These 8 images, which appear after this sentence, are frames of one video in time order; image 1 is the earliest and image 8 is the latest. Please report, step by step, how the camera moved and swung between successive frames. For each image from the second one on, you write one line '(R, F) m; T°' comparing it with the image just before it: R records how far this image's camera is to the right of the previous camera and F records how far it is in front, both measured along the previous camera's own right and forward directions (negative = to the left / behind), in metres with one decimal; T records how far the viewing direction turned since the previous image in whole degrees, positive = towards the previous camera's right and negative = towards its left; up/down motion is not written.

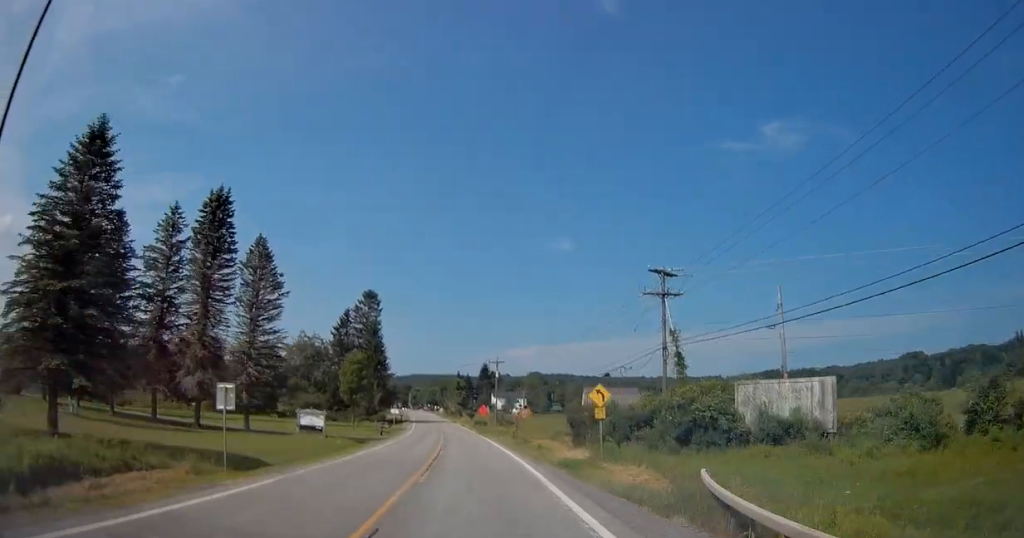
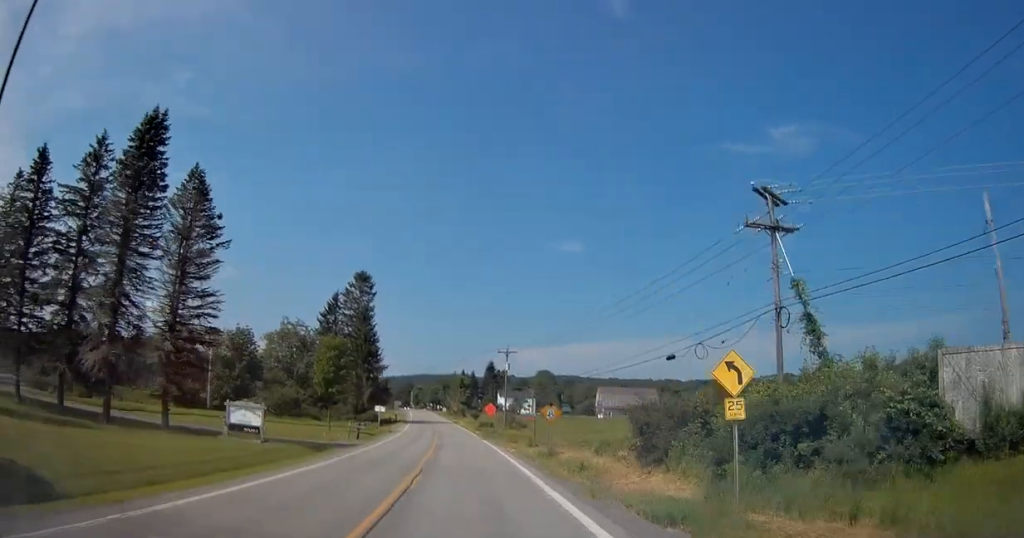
(+0.3, +13.6) m; 0°
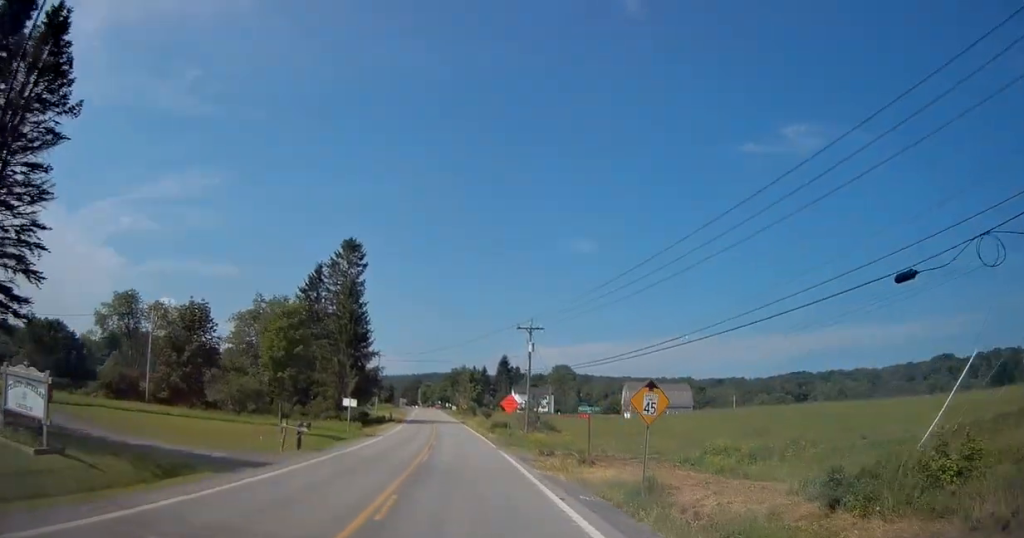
(-0.3, +17.5) m; -2°
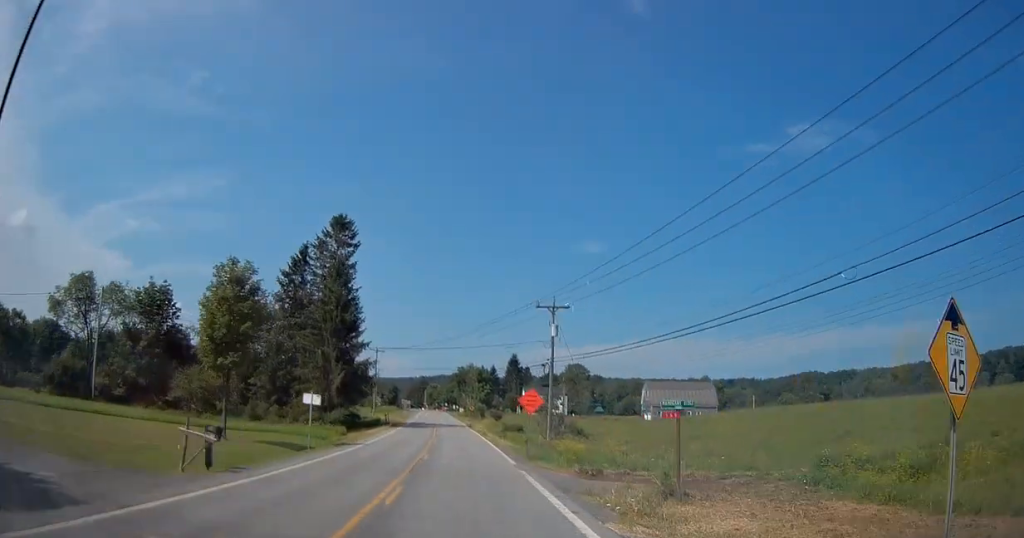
(-0.1, +10.7) m; -1°
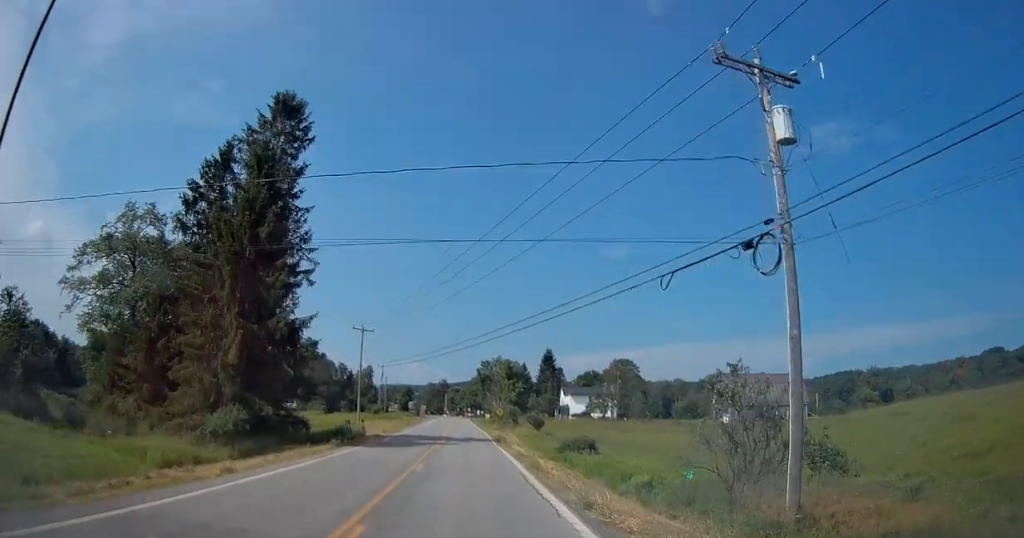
(-0.4, +29.9) m; -2°
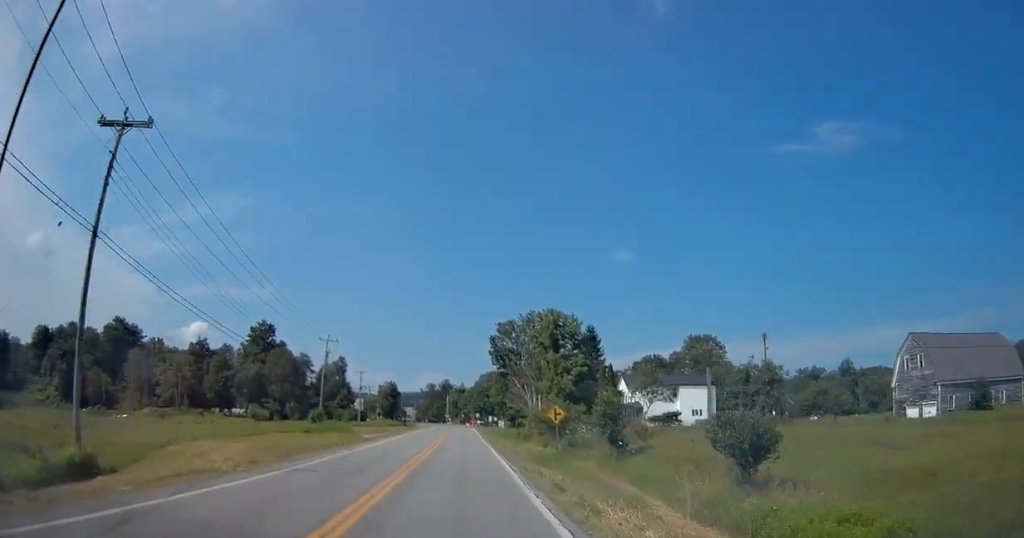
(-1.3, +51.3) m; -1°
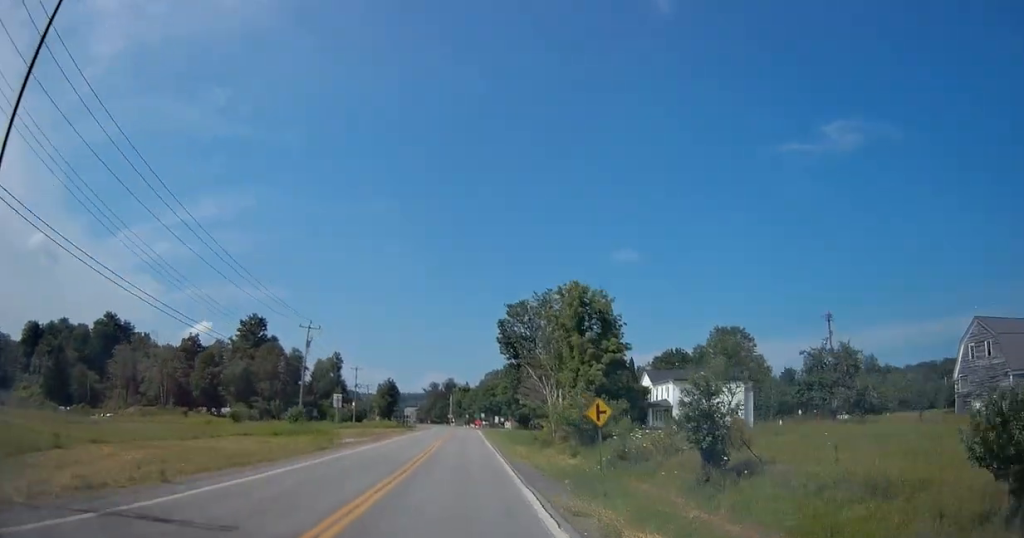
(+0.2, +10.2) m; 0°
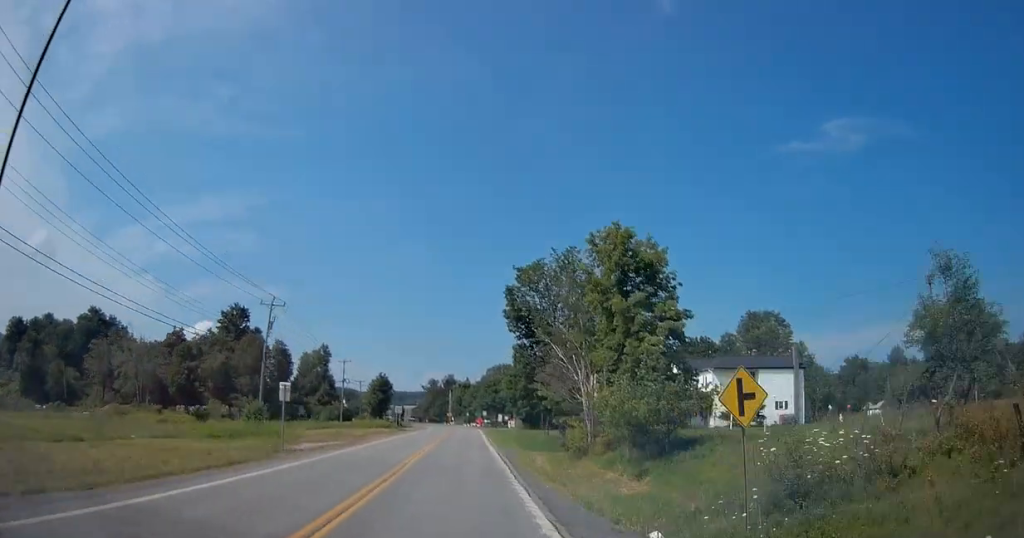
(-0.1, +11.8) m; 0°
